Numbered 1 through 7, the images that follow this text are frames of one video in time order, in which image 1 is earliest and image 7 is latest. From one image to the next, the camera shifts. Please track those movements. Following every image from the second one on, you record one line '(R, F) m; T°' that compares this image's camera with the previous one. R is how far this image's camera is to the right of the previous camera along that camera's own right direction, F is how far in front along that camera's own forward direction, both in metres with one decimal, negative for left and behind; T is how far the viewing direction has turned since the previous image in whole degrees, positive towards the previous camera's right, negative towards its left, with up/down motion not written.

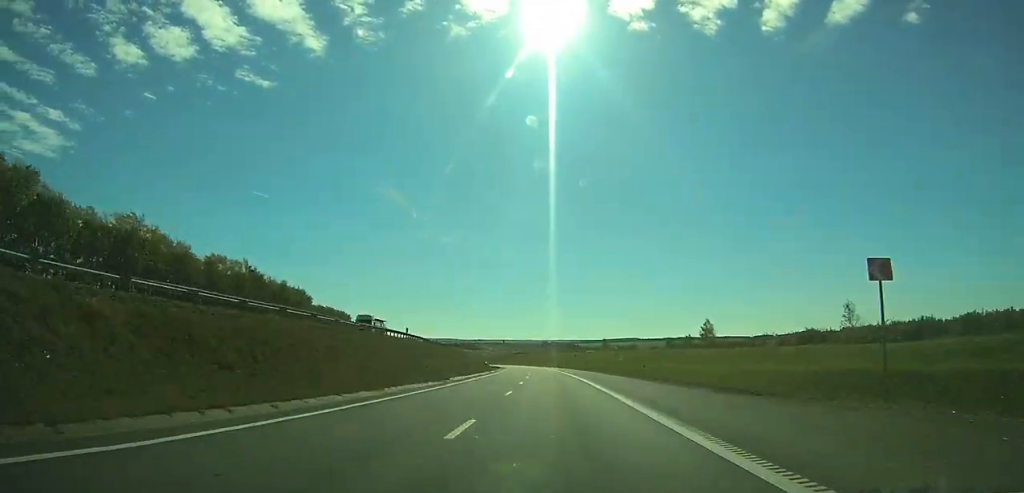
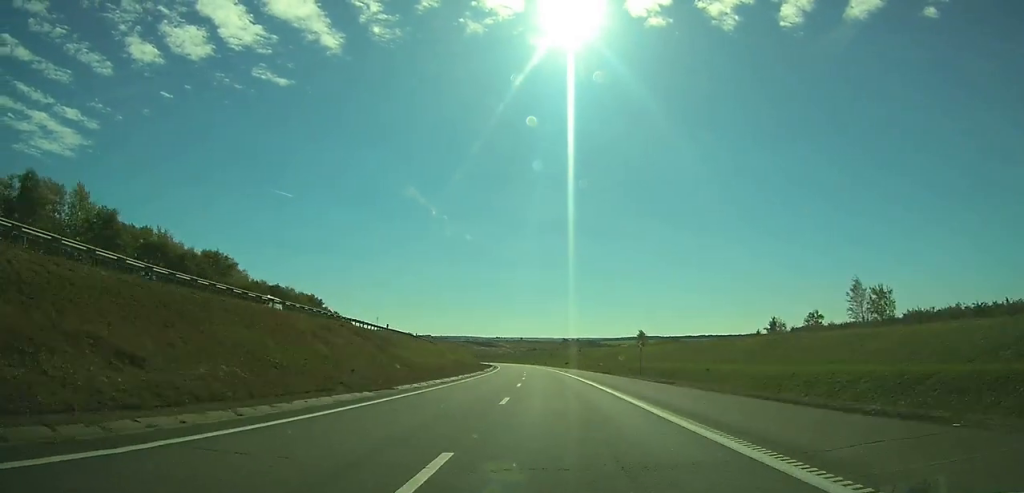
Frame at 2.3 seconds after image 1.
(-1.4, +64.0) m; -3°
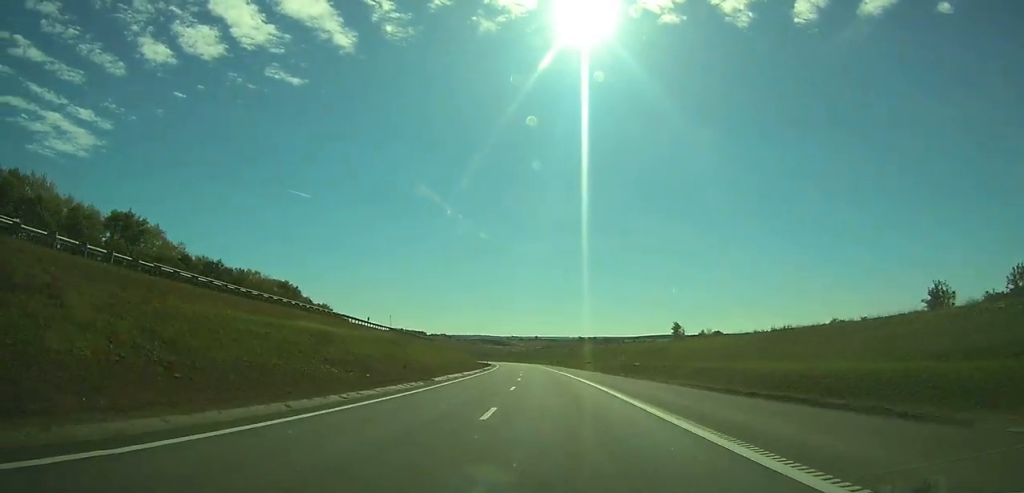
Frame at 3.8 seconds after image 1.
(-0.6, +40.1) m; -2°
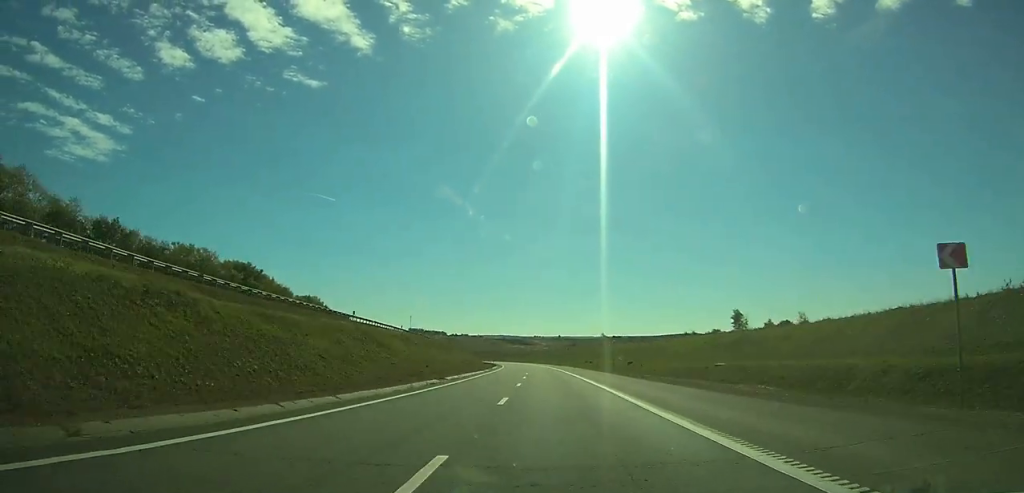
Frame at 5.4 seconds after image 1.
(-0.7, +43.7) m; -2°
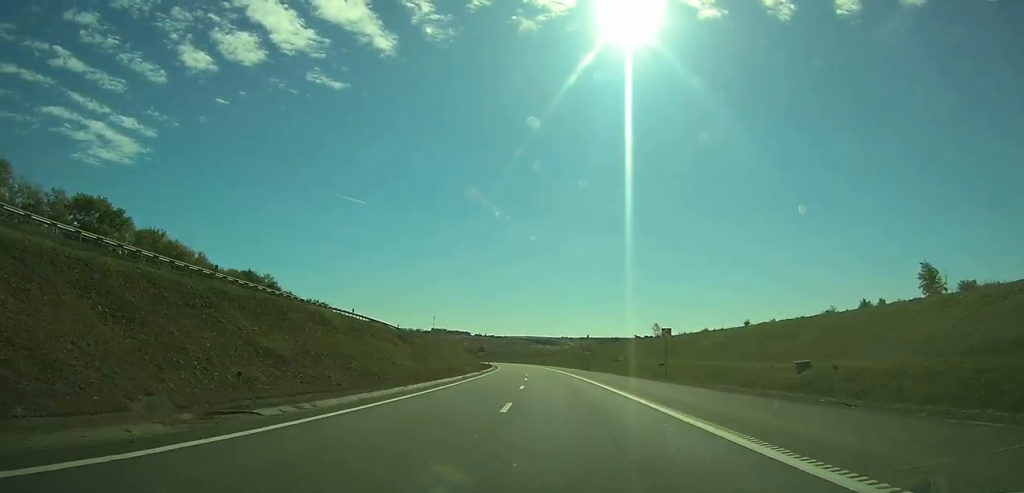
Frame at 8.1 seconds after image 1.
(-1.8, +74.3) m; -3°
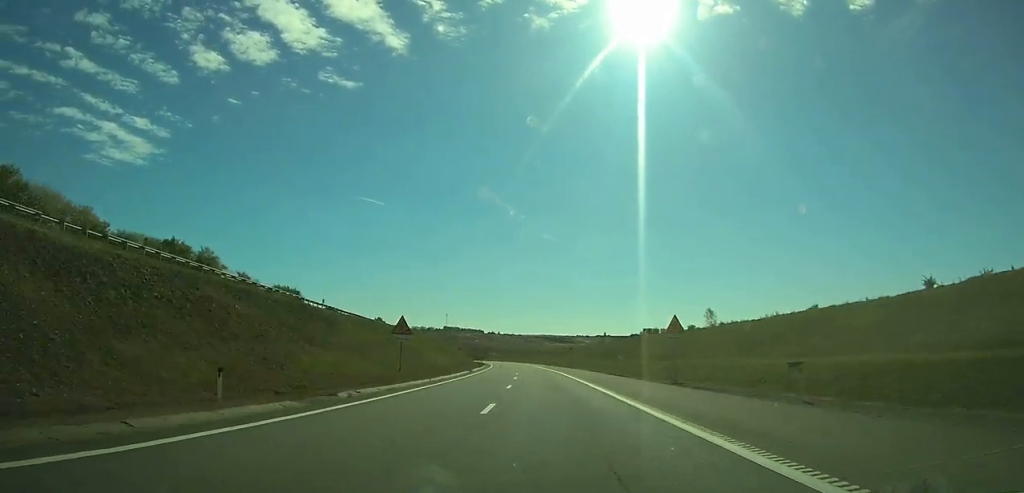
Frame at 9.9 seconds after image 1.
(-0.8, +48.6) m; -2°
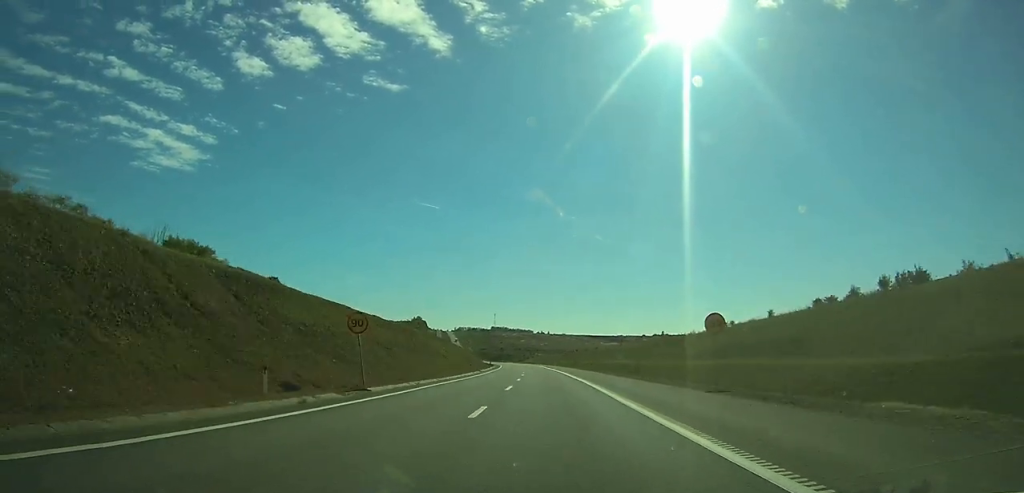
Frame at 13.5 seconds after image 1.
(-3.5, +95.7) m; -4°
